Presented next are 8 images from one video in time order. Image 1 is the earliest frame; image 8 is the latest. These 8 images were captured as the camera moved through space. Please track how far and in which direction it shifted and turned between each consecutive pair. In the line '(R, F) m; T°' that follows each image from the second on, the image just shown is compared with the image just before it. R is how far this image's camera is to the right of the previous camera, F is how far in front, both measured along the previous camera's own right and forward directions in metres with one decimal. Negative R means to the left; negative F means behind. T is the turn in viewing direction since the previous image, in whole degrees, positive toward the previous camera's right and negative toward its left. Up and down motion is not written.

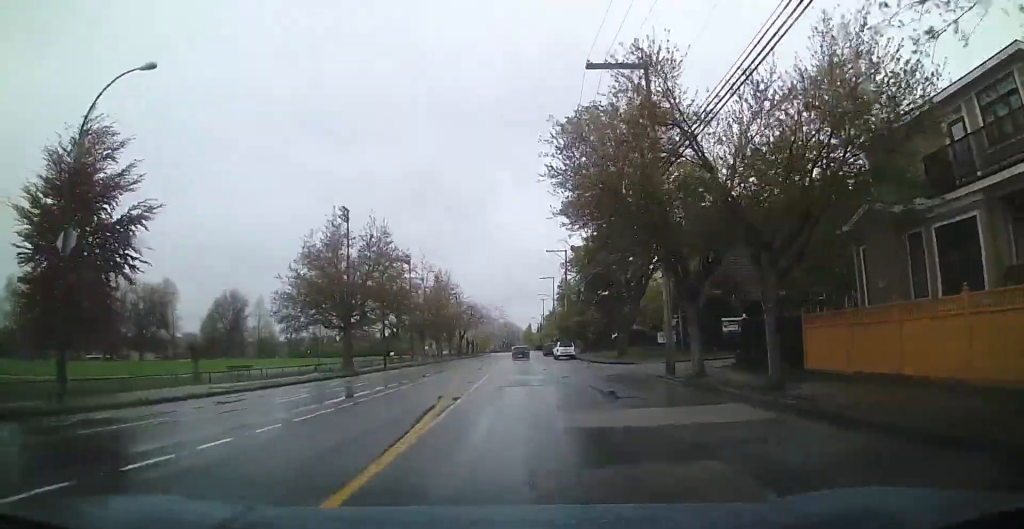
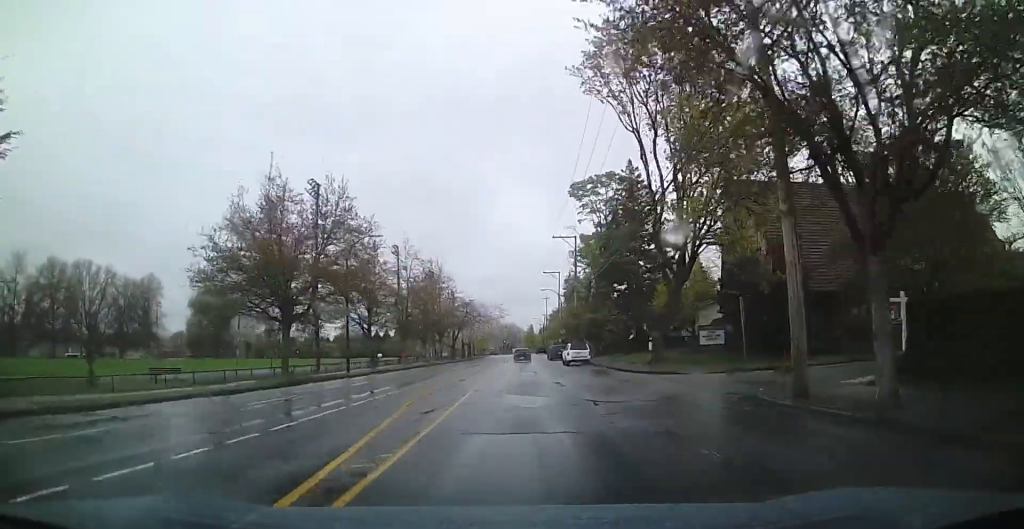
(+0.1, +10.9) m; +1°
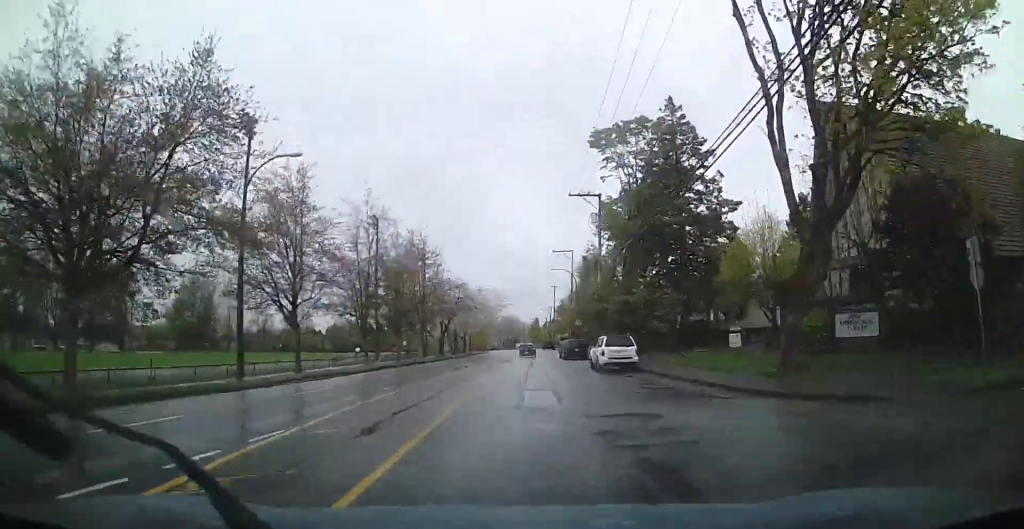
(+0.2, +16.1) m; +1°
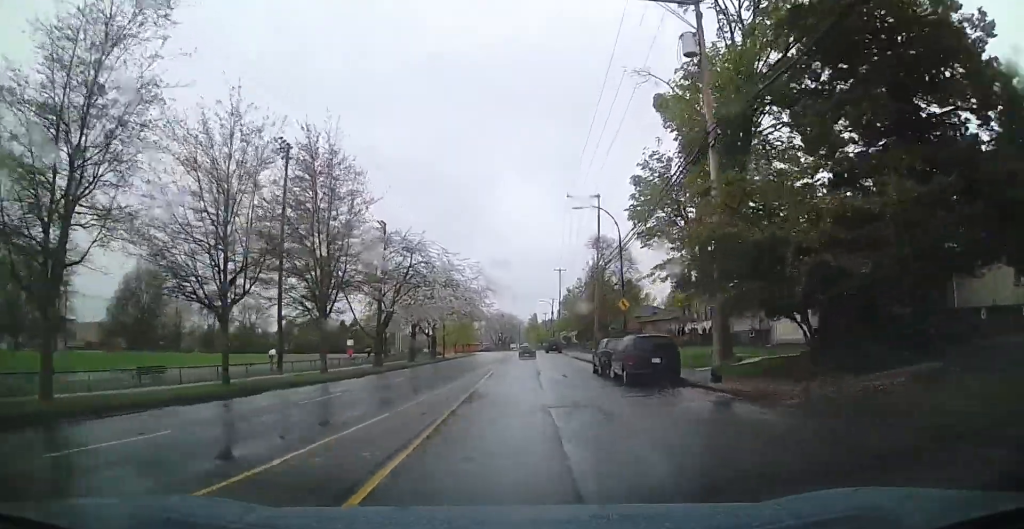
(-0.2, +29.1) m; -1°
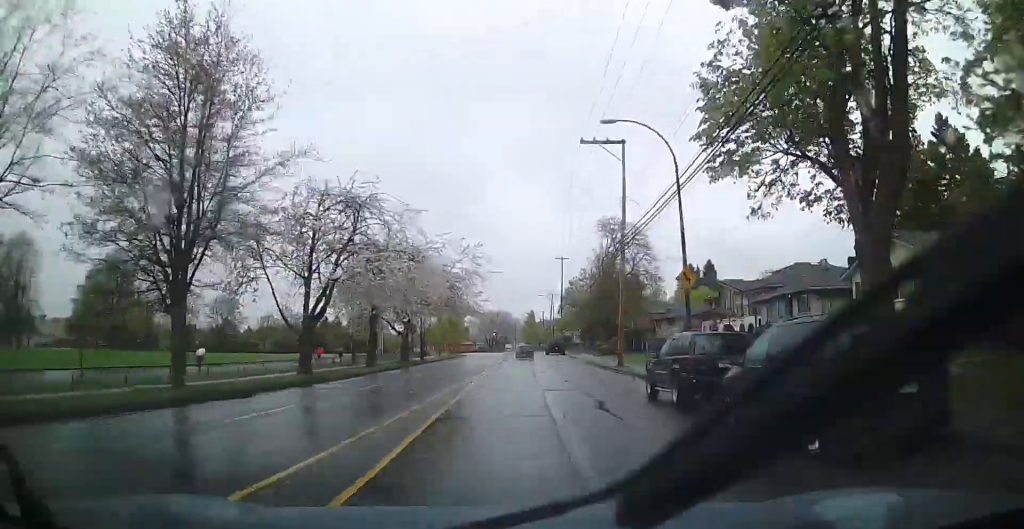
(-0.1, +13.4) m; +2°
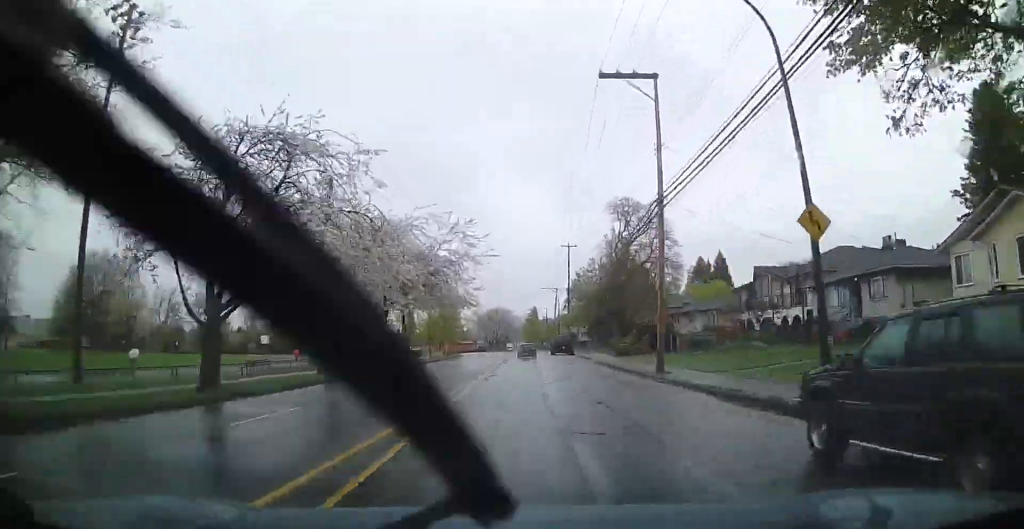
(+0.3, +9.4) m; +2°
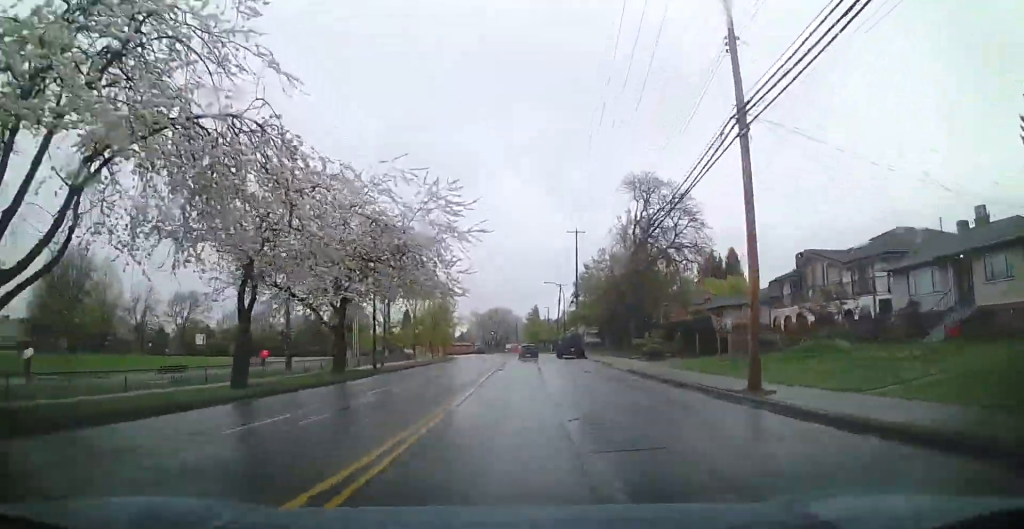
(+0.1, +10.1) m; +2°
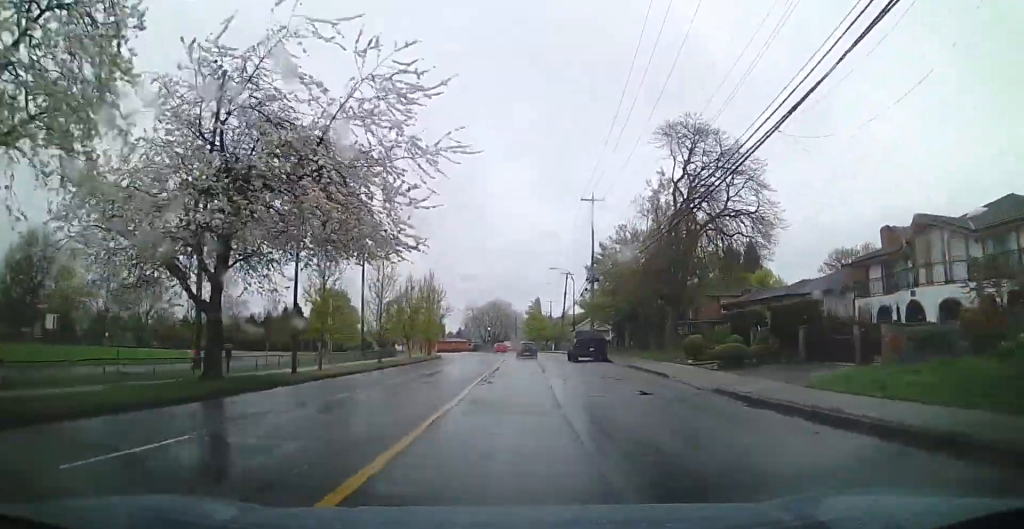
(+0.3, +14.0) m; 0°
